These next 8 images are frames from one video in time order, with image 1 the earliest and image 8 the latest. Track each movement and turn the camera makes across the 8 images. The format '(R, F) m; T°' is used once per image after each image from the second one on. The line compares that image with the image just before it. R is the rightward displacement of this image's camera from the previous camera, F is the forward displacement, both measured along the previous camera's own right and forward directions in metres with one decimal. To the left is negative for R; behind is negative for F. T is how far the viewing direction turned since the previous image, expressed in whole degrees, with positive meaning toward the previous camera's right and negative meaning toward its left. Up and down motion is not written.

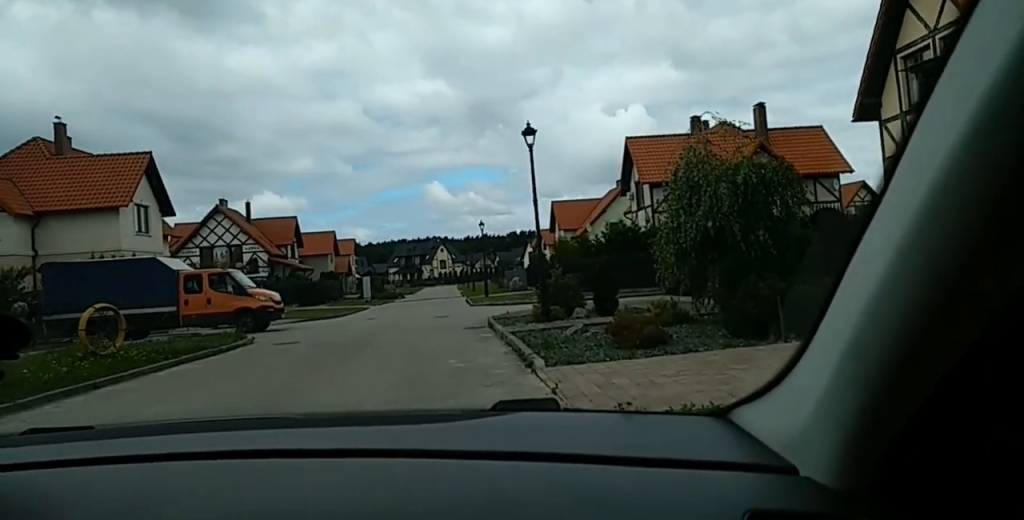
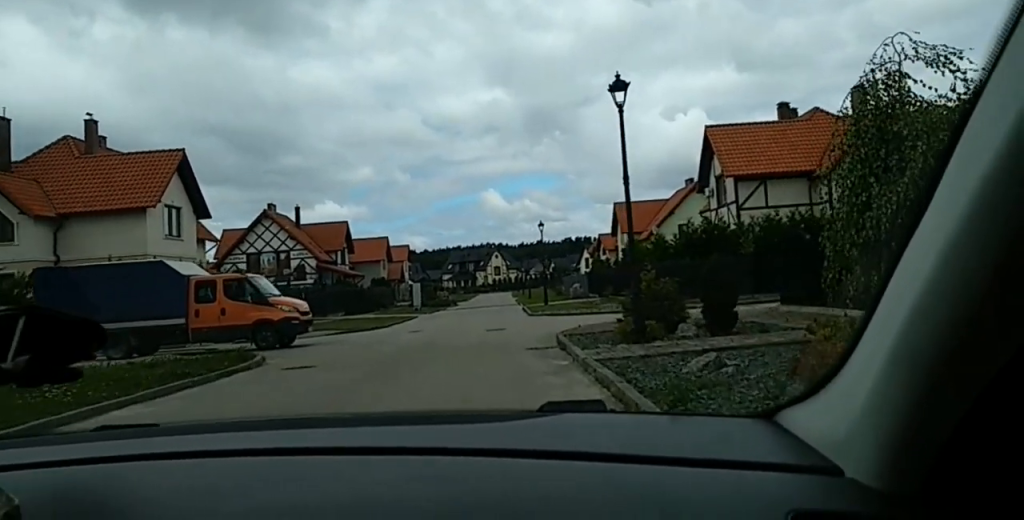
(+0.2, +4.5) m; +3°
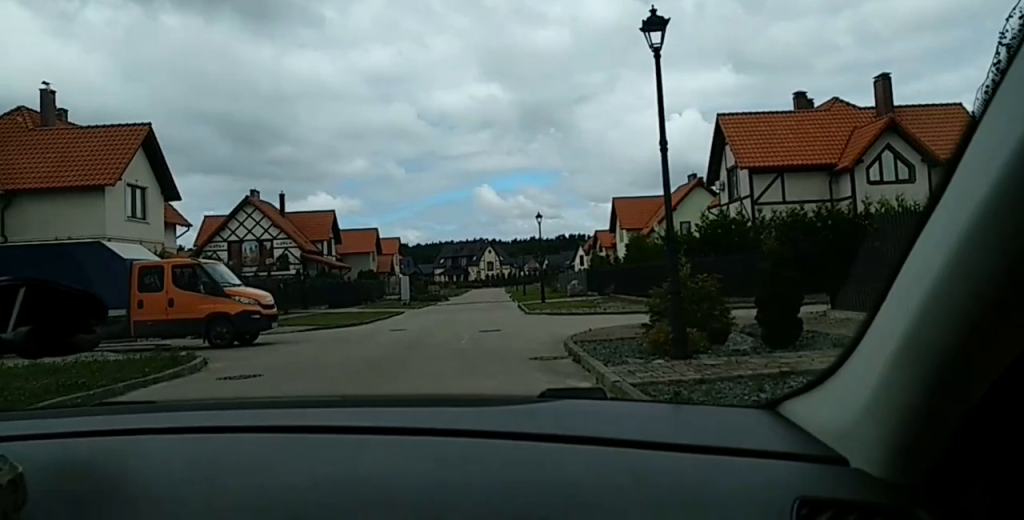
(+0.1, +3.2) m; 0°
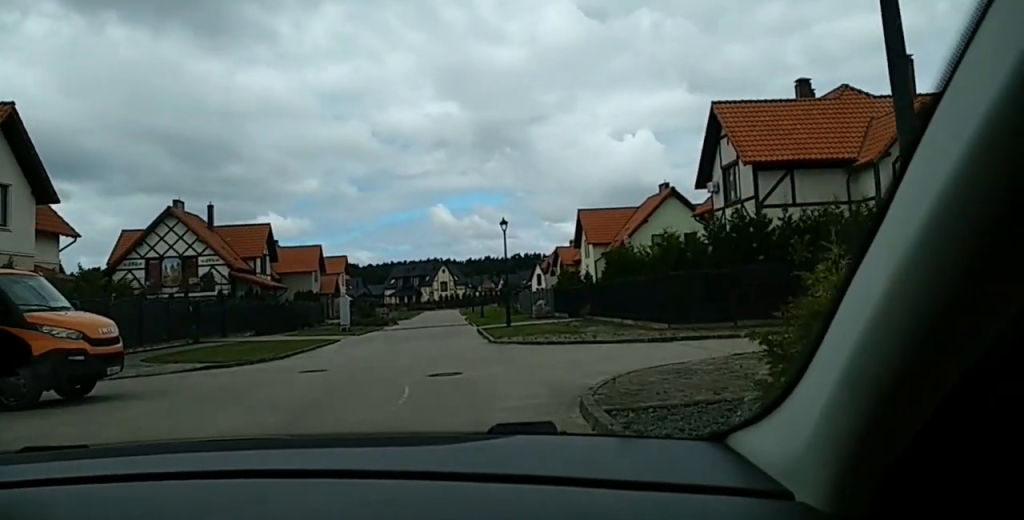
(0.0, +5.9) m; -3°
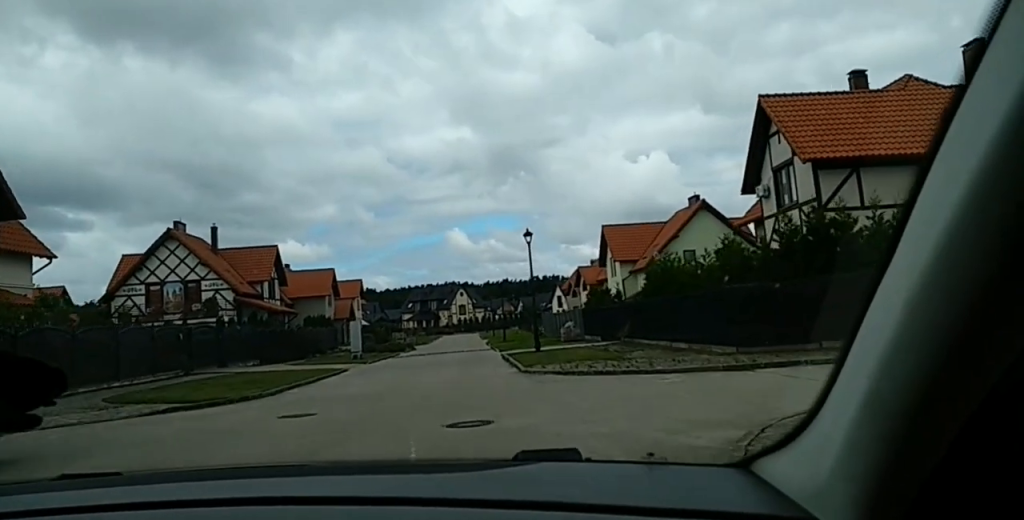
(-0.2, +3.5) m; -1°
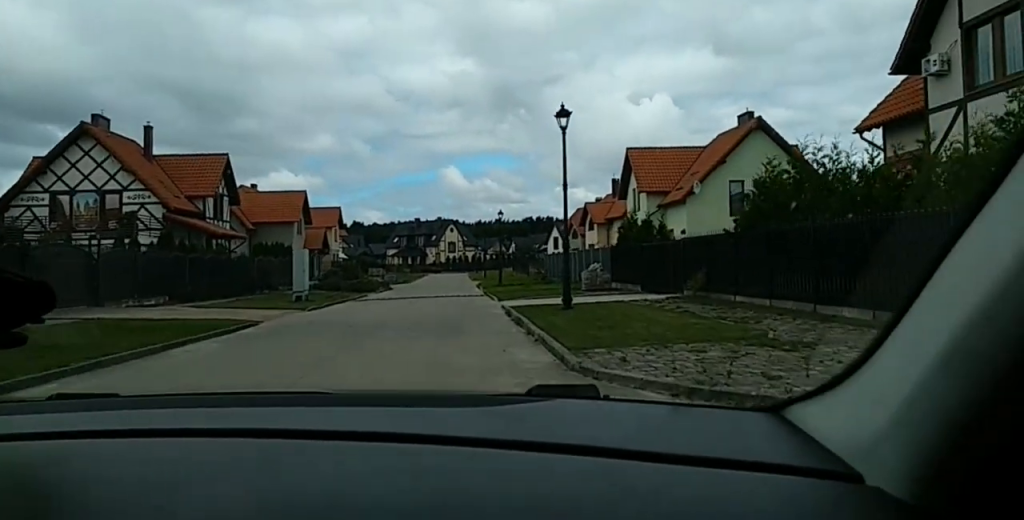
(+0.1, +10.8) m; +2°
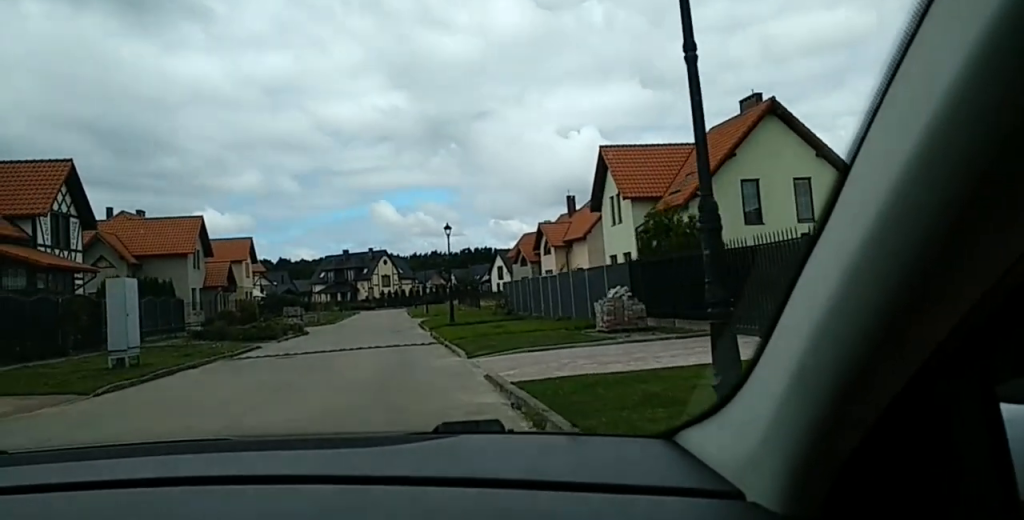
(0.0, +9.8) m; +1°
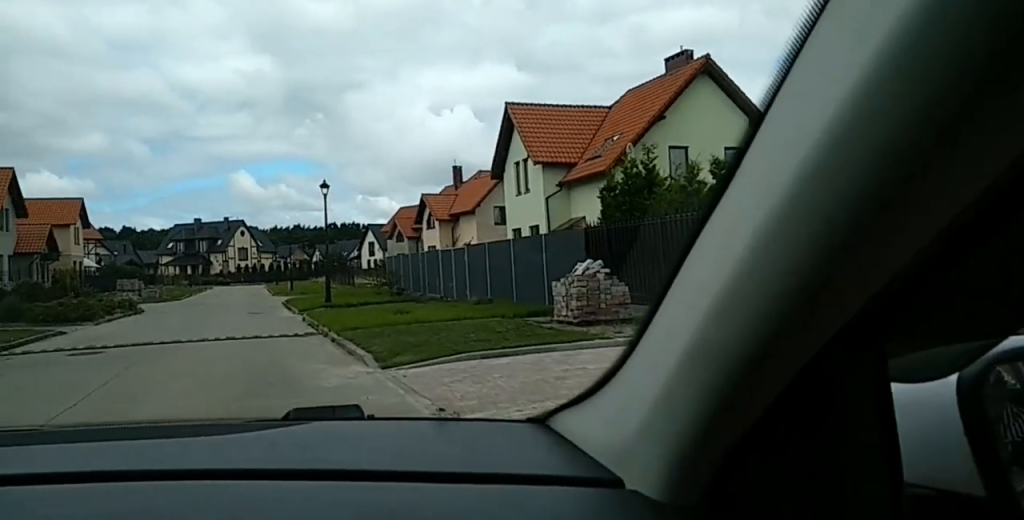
(+0.1, +4.3) m; +2°
